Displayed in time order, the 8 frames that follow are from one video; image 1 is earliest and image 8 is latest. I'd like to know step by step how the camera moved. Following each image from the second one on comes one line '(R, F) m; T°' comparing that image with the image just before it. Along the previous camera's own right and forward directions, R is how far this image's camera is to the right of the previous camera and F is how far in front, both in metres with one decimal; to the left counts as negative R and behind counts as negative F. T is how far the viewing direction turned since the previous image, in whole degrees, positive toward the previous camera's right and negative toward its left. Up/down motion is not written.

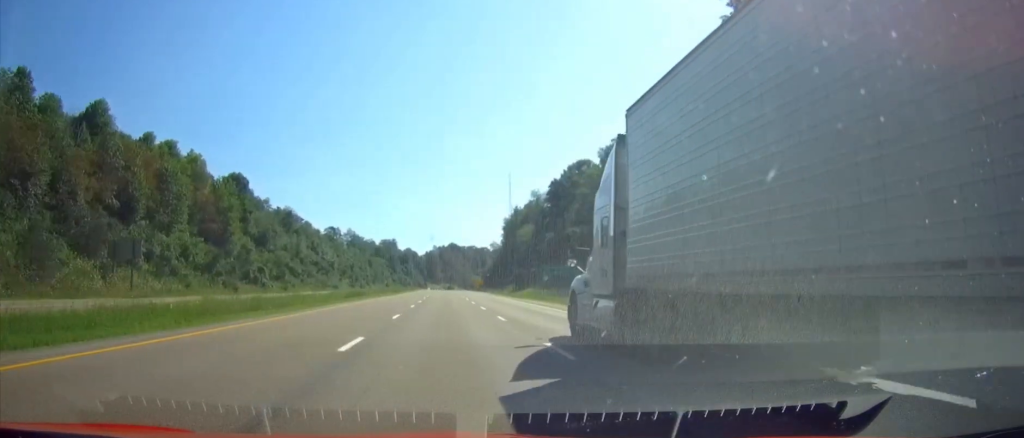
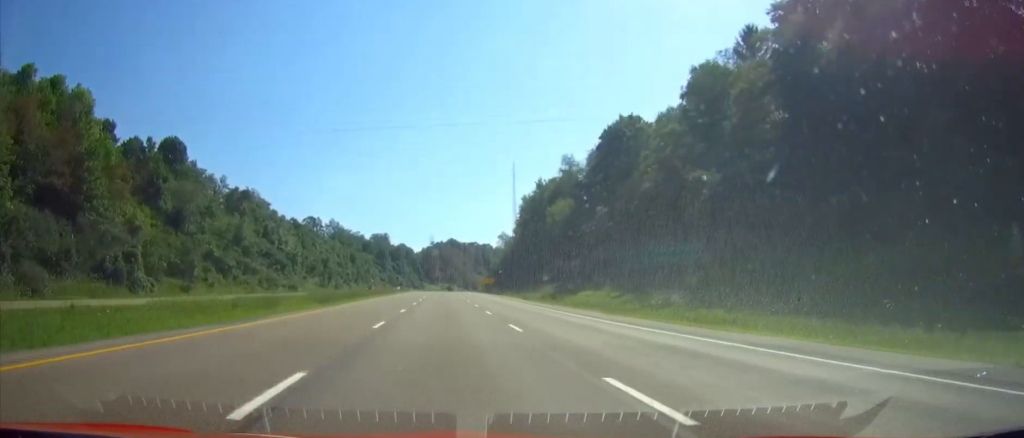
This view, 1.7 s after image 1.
(0.0, +54.4) m; 0°
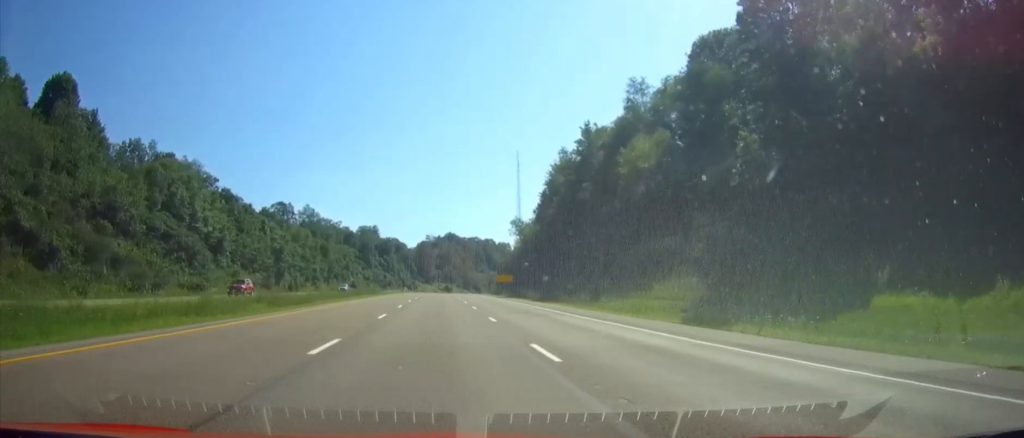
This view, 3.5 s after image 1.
(0.0, +55.5) m; 0°
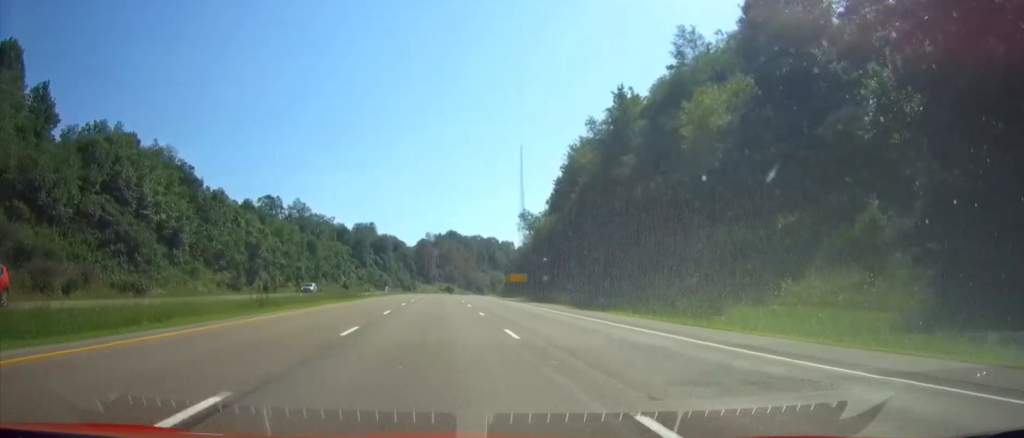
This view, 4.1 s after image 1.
(0.0, +19.9) m; 0°
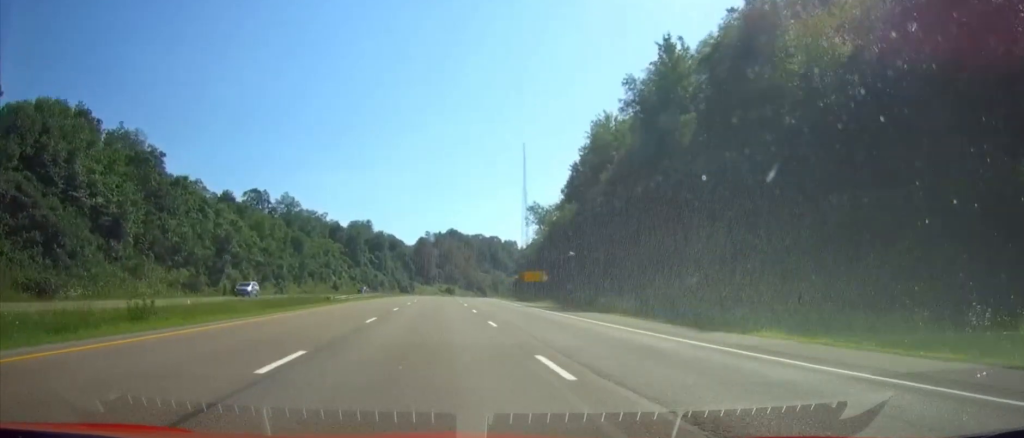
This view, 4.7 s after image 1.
(0.0, +18.9) m; 0°
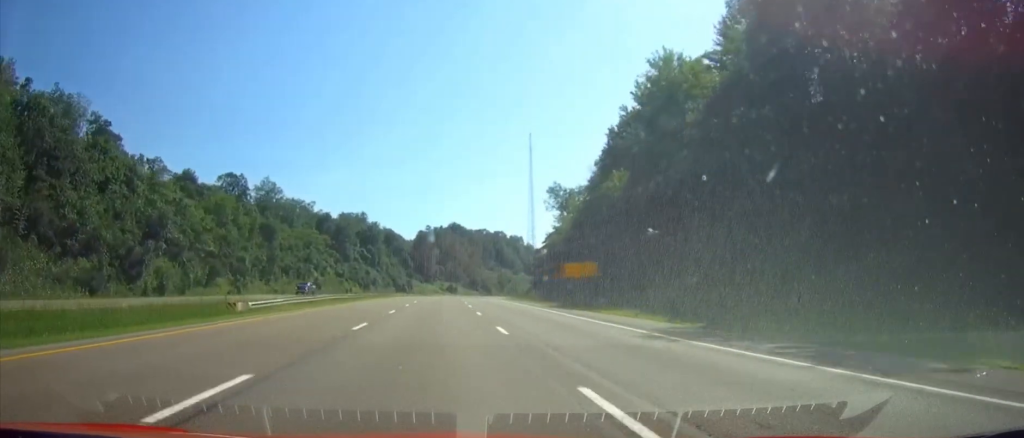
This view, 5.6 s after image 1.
(0.0, +28.3) m; 0°
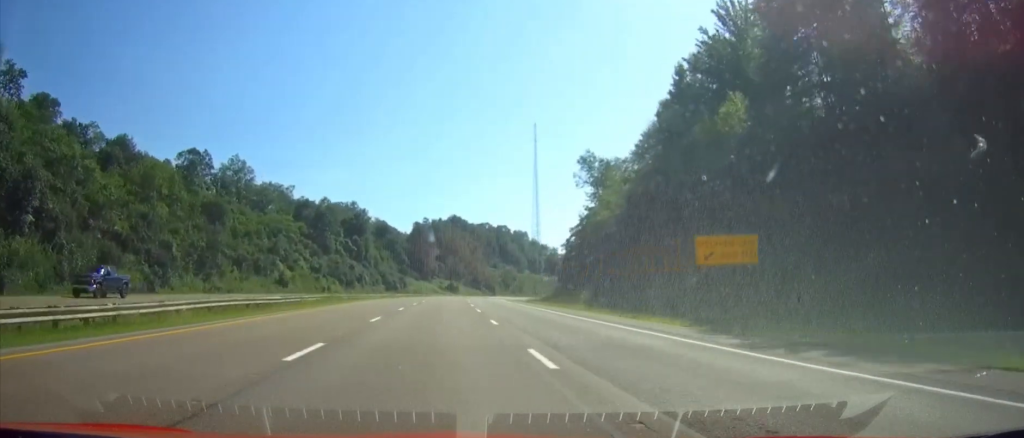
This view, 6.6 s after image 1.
(0.0, +31.6) m; 0°
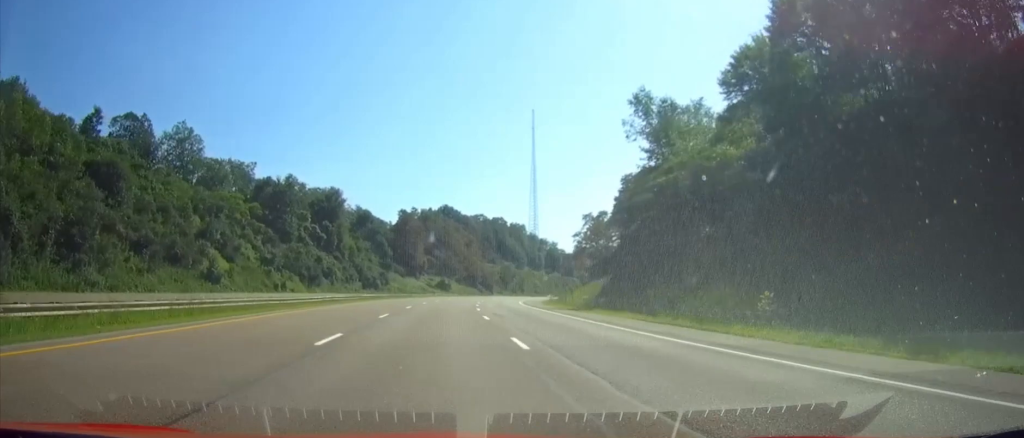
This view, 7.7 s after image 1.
(0.0, +33.7) m; 0°
